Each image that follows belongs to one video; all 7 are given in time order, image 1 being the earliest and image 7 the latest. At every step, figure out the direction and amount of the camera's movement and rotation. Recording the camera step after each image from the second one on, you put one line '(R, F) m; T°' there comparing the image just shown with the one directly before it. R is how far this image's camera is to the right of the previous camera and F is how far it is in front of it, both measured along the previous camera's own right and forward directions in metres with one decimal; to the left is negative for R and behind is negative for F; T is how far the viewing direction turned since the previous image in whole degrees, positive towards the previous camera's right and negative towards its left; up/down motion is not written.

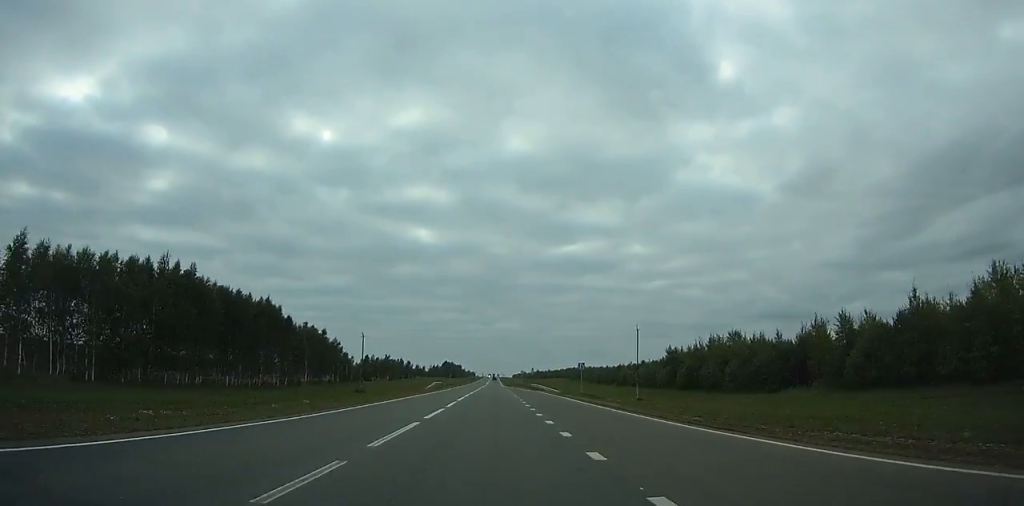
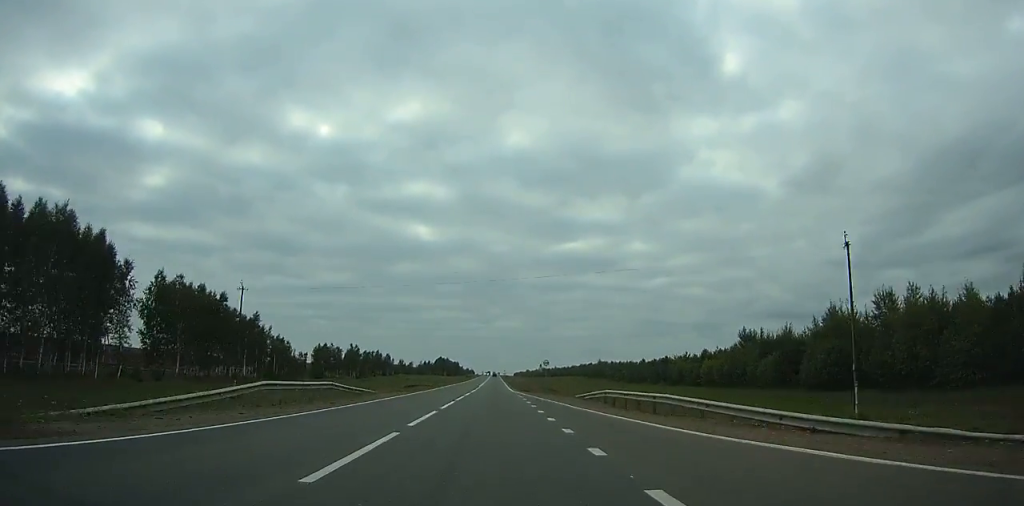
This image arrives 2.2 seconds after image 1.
(0.0, +59.8) m; 0°
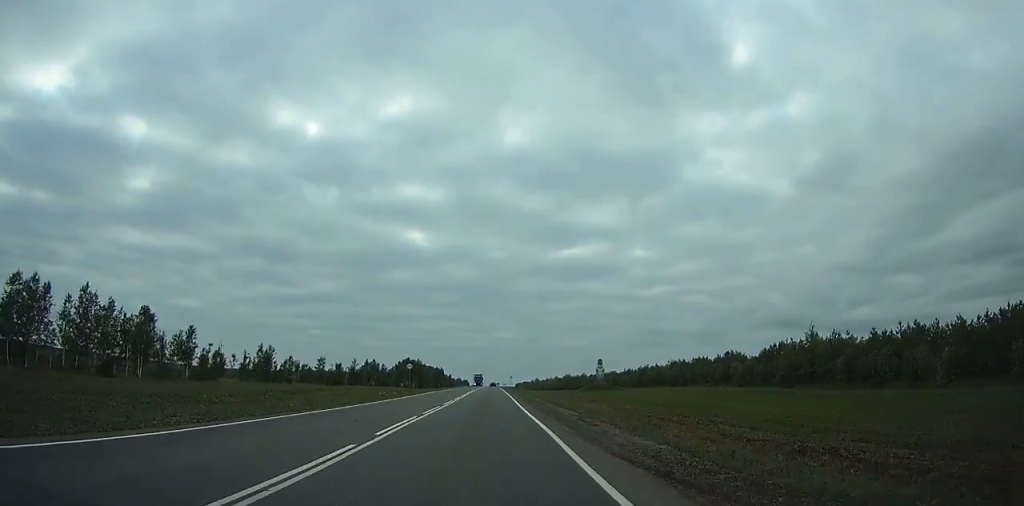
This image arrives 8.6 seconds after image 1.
(+0.2, +172.1) m; 0°
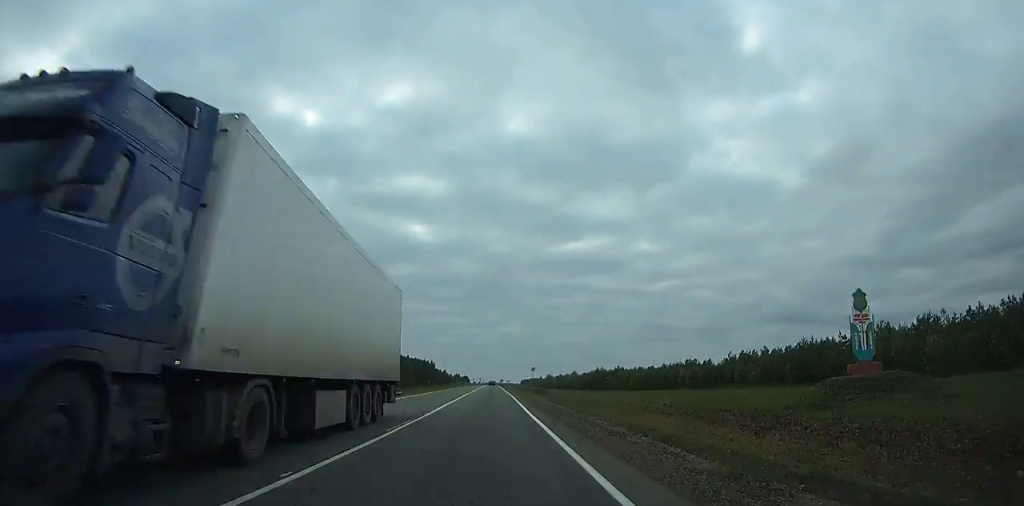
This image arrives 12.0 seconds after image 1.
(-0.2, +90.2) m; 0°
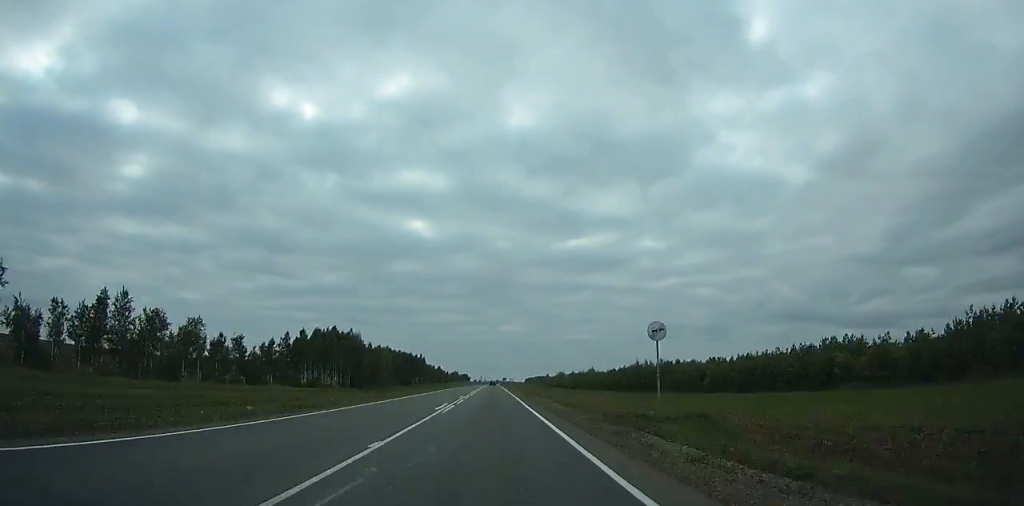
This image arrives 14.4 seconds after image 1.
(0.0, +62.8) m; 0°
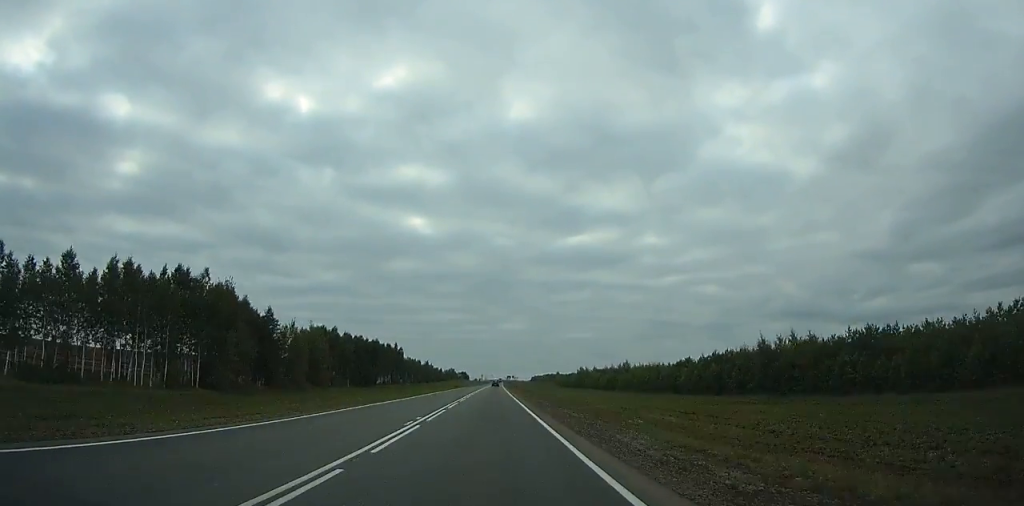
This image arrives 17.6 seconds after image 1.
(-0.5, +82.4) m; 0°
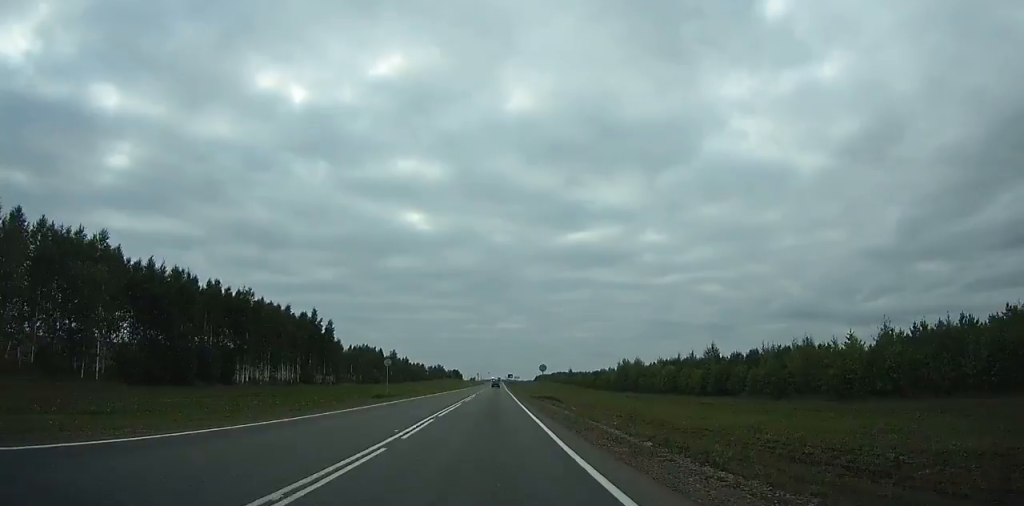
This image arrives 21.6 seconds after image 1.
(0.0, +100.8) m; 0°
